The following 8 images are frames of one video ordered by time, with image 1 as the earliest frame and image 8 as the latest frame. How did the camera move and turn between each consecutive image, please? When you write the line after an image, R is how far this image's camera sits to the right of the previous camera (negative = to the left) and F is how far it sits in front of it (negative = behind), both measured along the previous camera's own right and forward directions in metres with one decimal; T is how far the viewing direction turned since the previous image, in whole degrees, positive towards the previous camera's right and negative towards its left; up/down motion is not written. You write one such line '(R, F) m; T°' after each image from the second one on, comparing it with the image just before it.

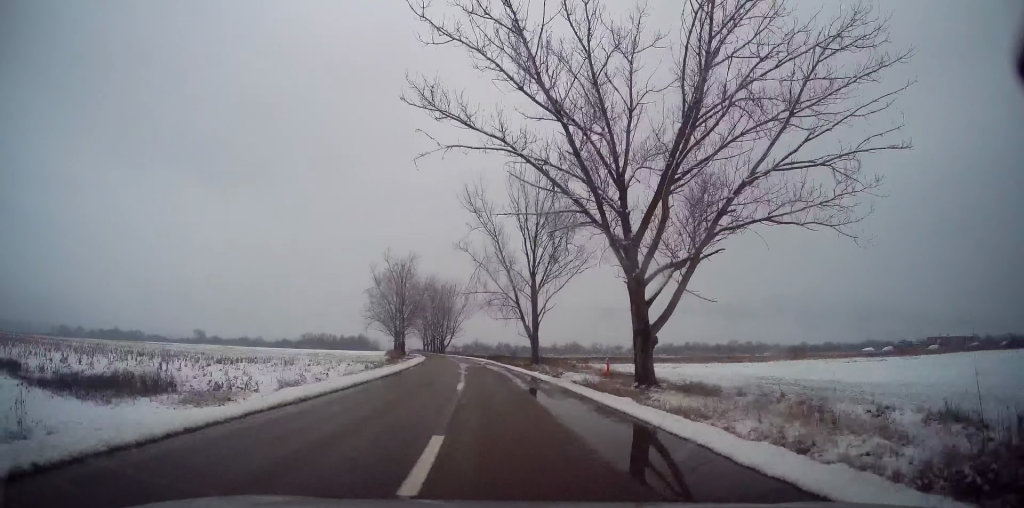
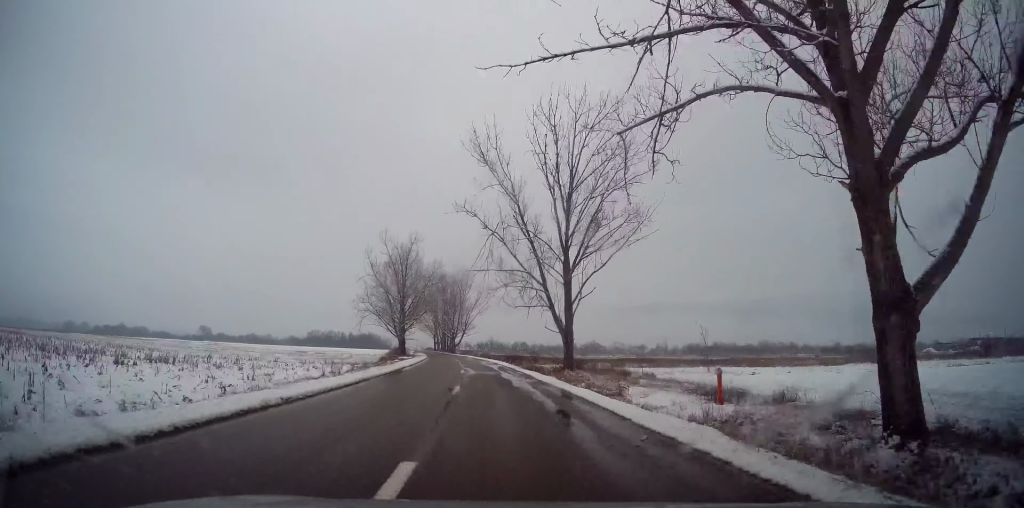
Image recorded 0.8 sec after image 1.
(-0.4, +13.4) m; -2°
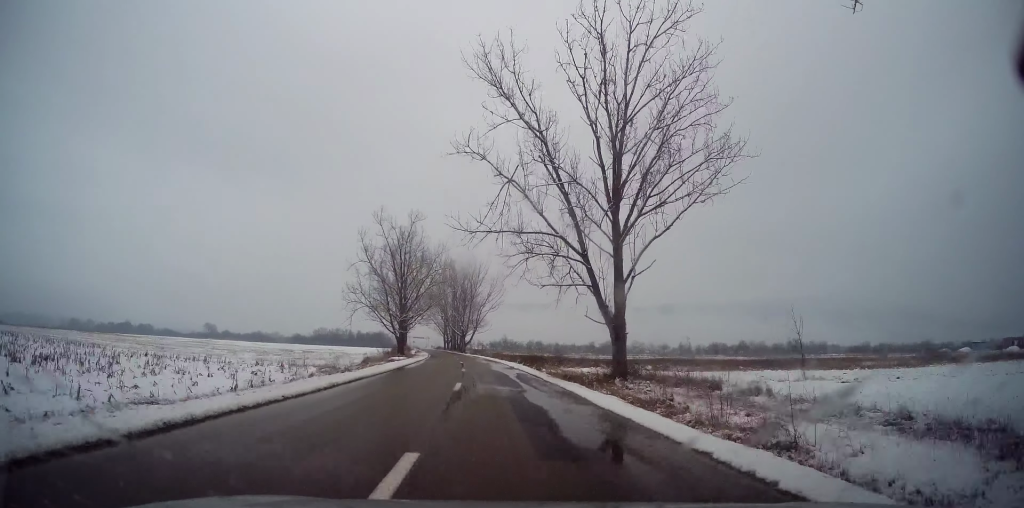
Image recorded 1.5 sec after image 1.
(-0.1, +11.2) m; -1°
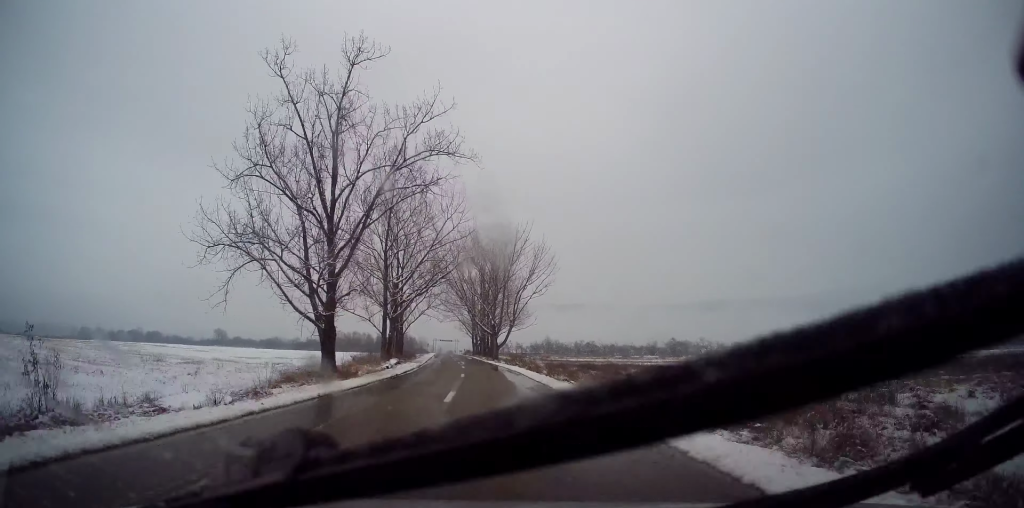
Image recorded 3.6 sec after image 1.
(-1.2, +36.6) m; -4°
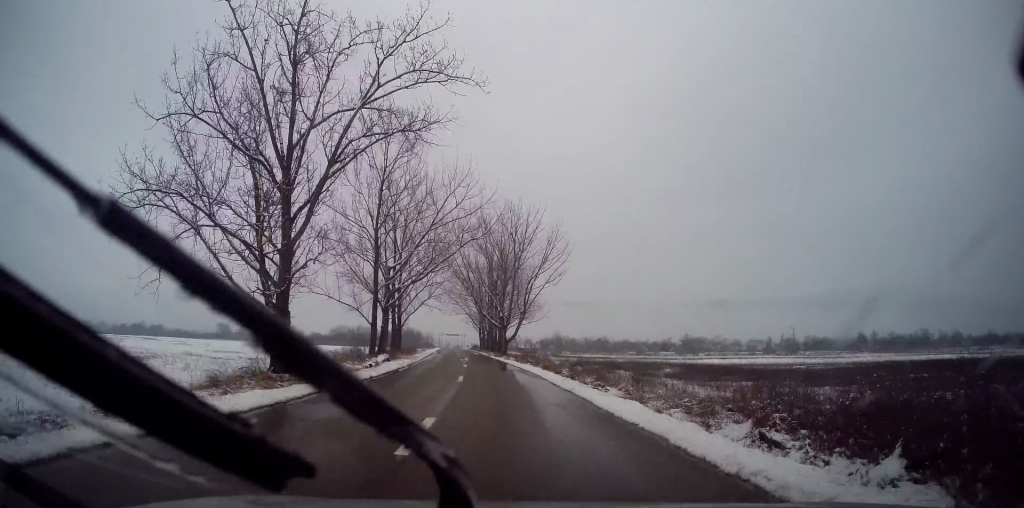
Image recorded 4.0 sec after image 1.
(+0.1, +6.8) m; -1°
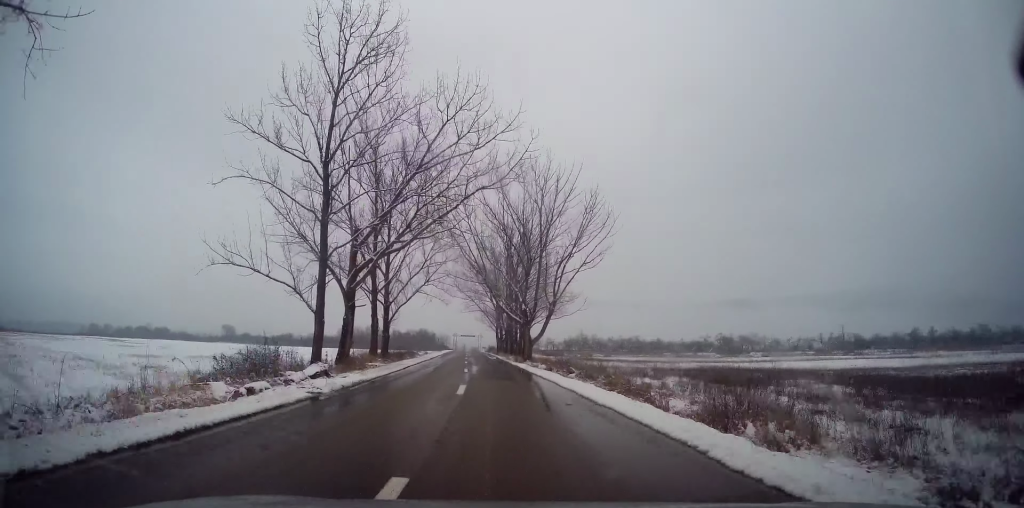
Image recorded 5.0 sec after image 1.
(-0.5, +15.8) m; -2°
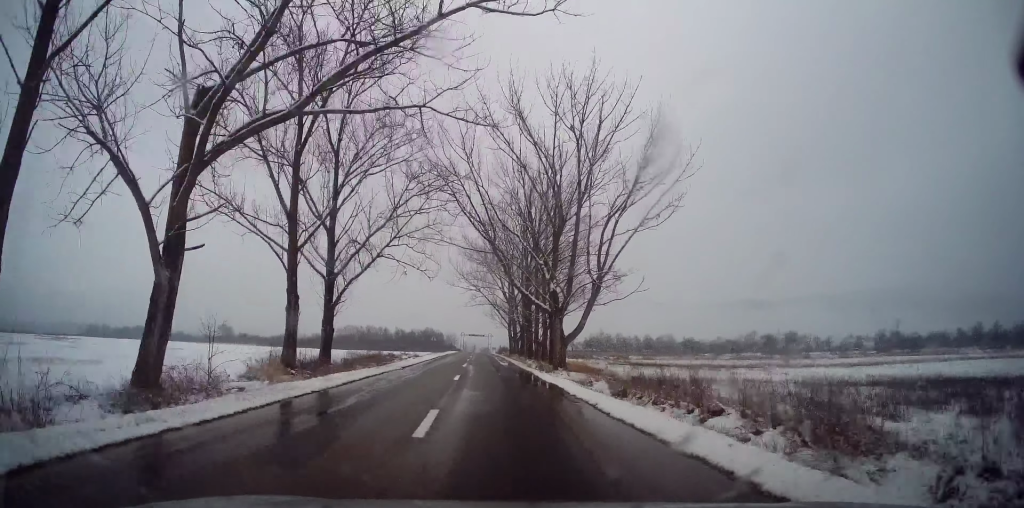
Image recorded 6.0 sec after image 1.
(0.0, +17.9) m; -2°
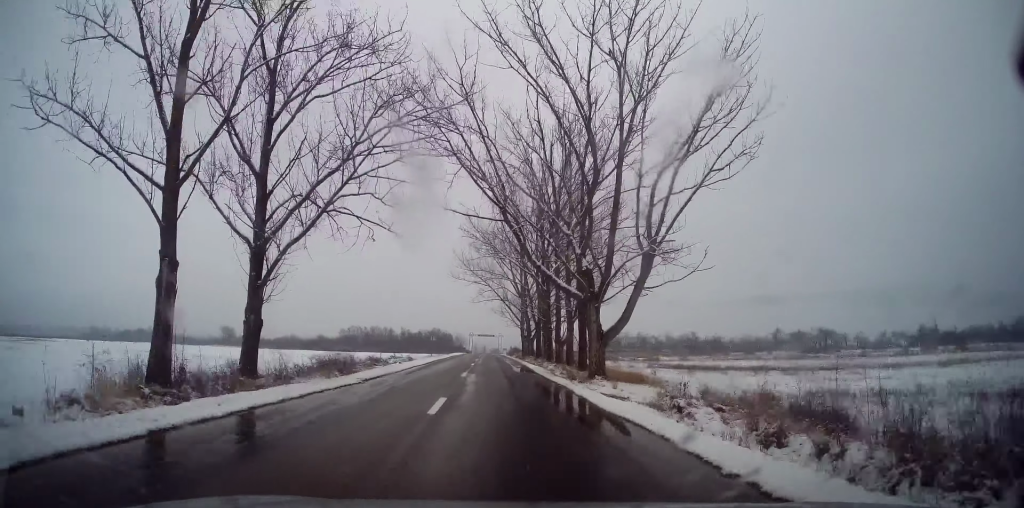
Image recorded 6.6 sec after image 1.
(-0.3, +9.4) m; -1°
